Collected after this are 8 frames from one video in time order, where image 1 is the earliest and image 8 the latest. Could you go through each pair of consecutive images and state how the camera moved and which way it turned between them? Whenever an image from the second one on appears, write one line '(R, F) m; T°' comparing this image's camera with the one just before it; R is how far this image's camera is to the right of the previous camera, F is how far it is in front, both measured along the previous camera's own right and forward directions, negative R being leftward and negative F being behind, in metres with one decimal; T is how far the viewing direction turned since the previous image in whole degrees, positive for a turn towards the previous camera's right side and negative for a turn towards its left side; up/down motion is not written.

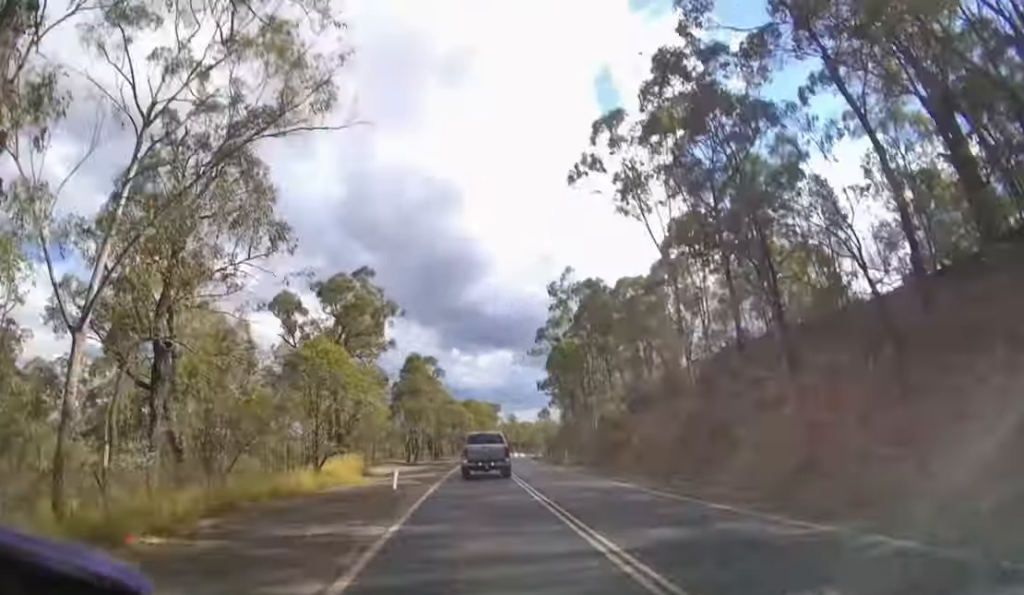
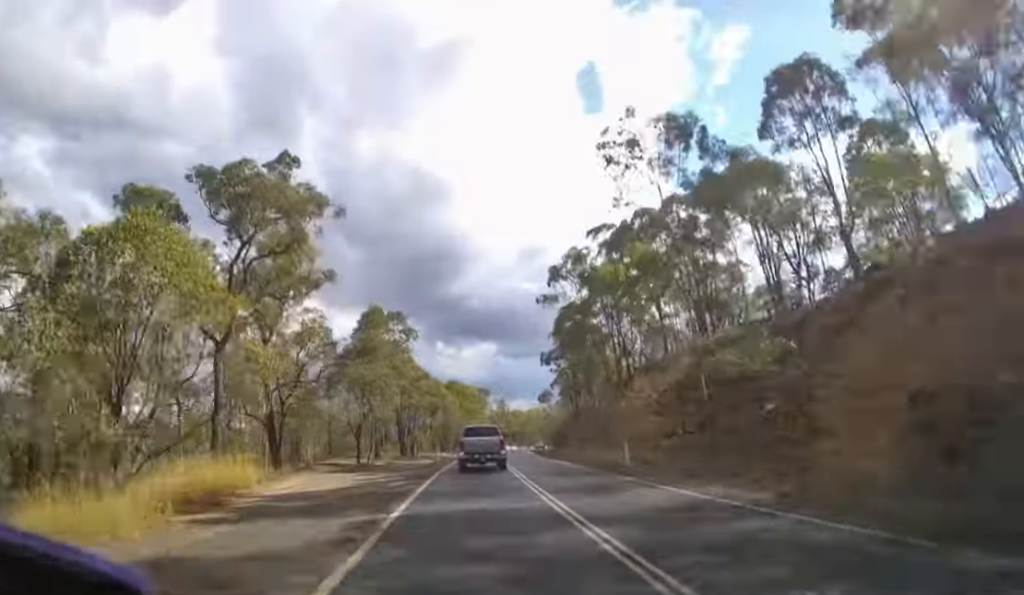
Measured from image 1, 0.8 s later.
(+0.2, +18.7) m; +2°
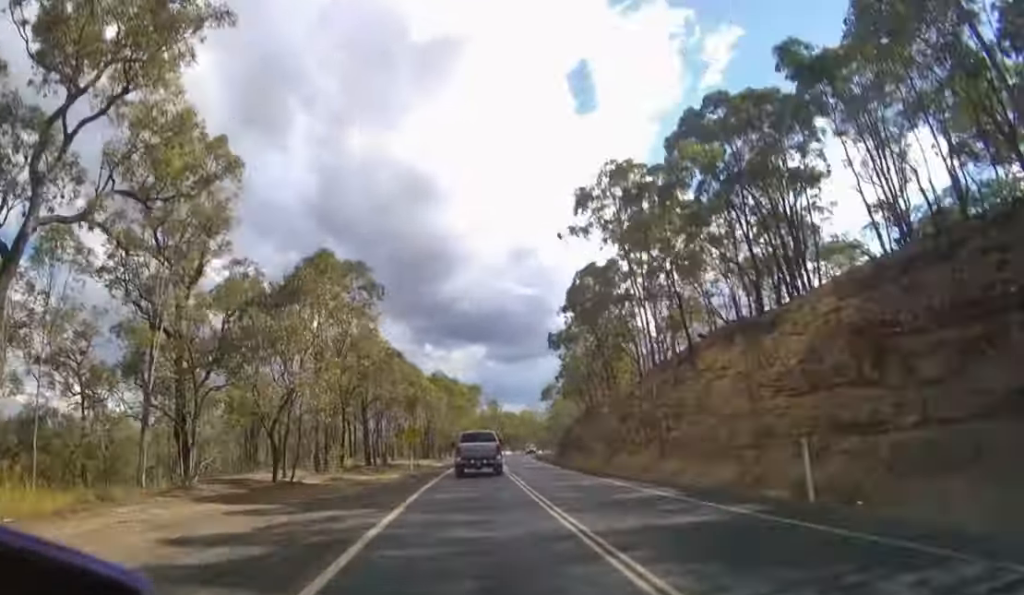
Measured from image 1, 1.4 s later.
(+0.2, +12.7) m; +1°
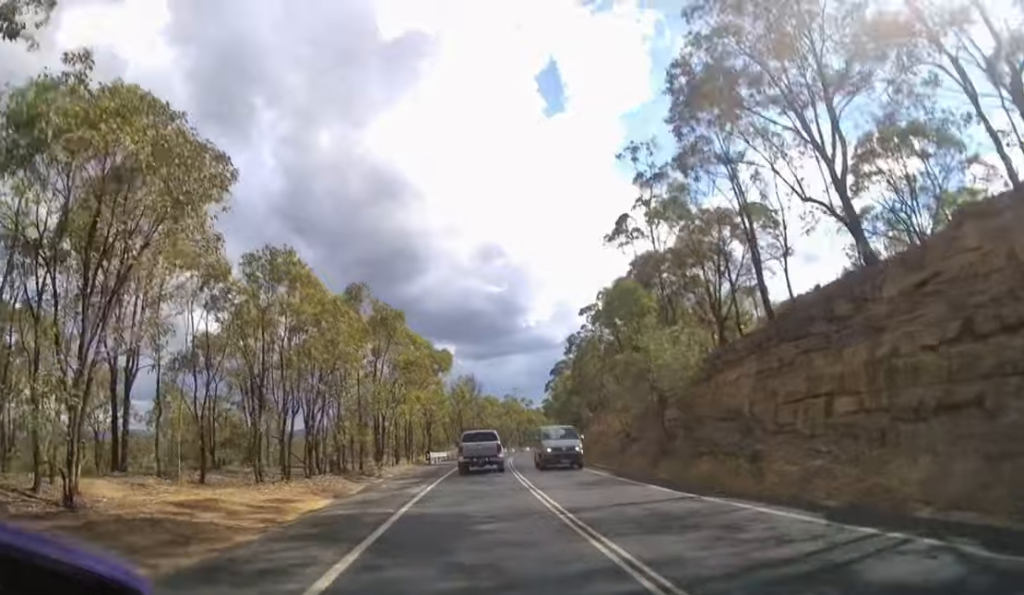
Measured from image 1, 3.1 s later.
(+1.0, +34.3) m; +3°
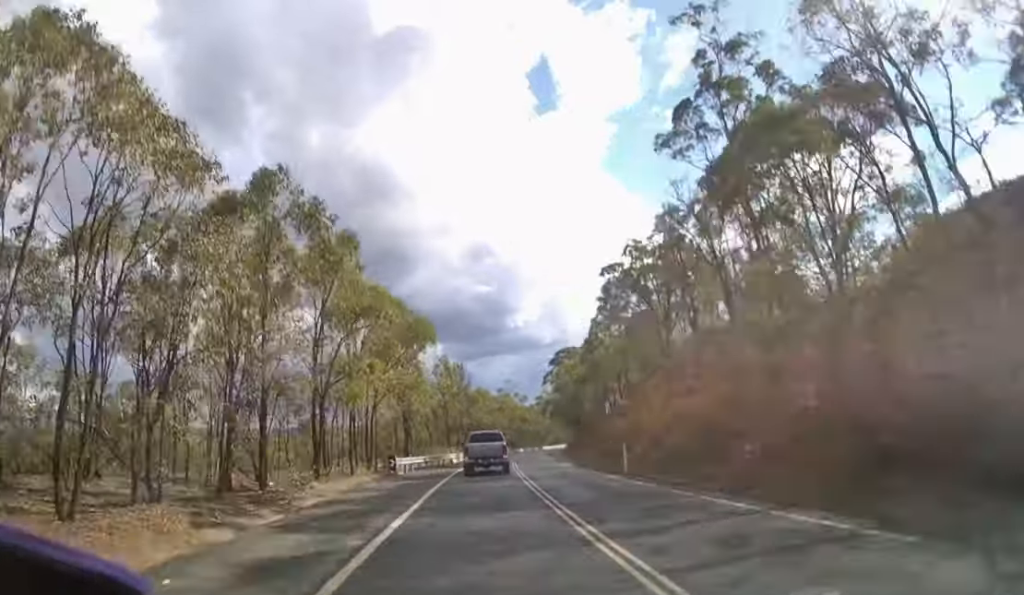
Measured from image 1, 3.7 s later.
(0.0, +11.6) m; +1°
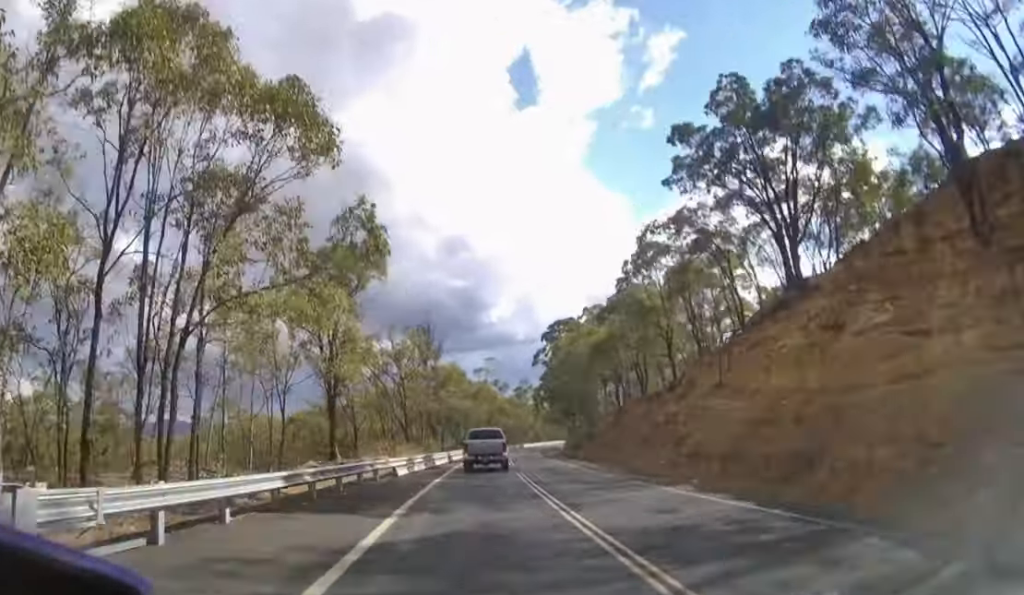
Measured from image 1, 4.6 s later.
(+0.3, +15.9) m; +2°
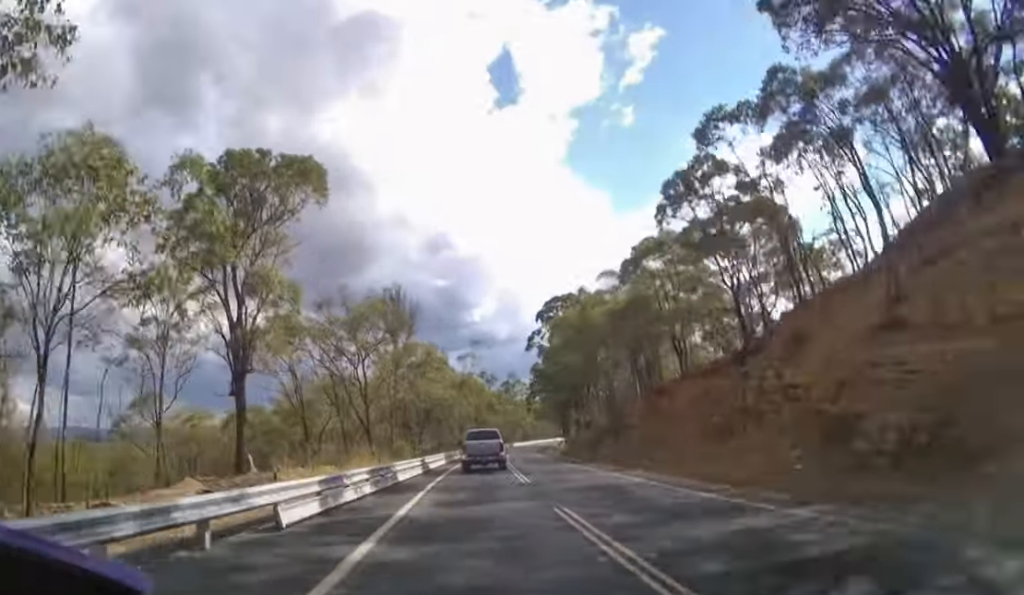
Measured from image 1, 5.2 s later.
(+0.2, +9.4) m; +1°
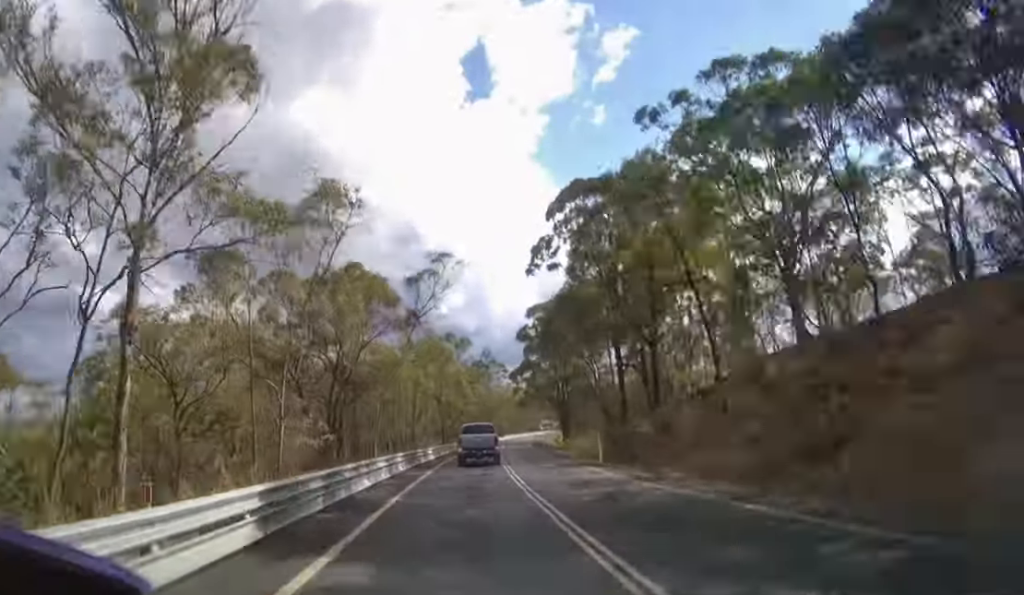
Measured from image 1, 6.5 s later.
(+0.7, +25.1) m; +4°
